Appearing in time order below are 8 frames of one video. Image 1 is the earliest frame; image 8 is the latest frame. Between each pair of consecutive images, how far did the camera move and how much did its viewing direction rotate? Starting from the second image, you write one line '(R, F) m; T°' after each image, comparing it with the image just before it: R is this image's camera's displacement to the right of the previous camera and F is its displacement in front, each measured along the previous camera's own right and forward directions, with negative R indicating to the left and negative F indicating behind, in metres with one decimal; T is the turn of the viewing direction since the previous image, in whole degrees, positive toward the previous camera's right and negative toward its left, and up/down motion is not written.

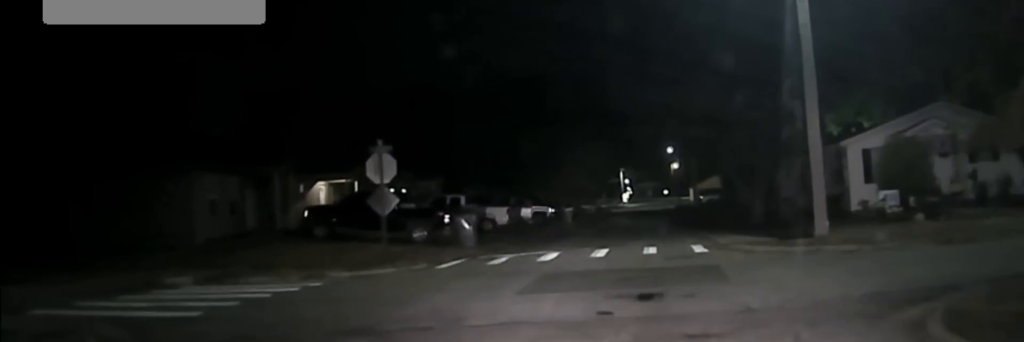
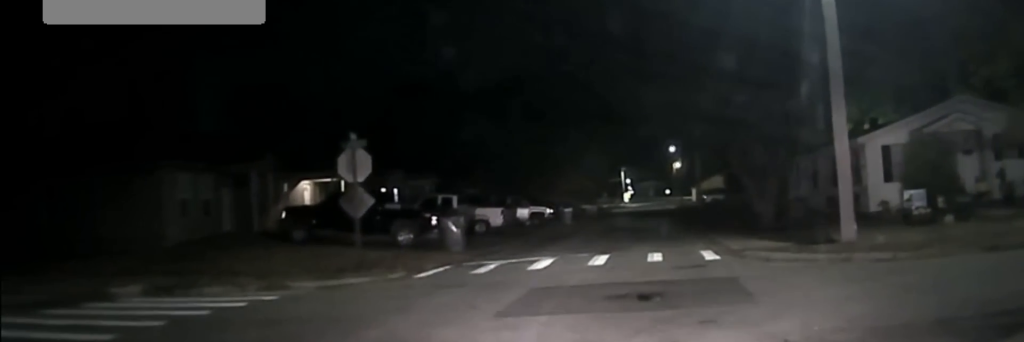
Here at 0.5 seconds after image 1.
(0.0, +2.0) m; -1°
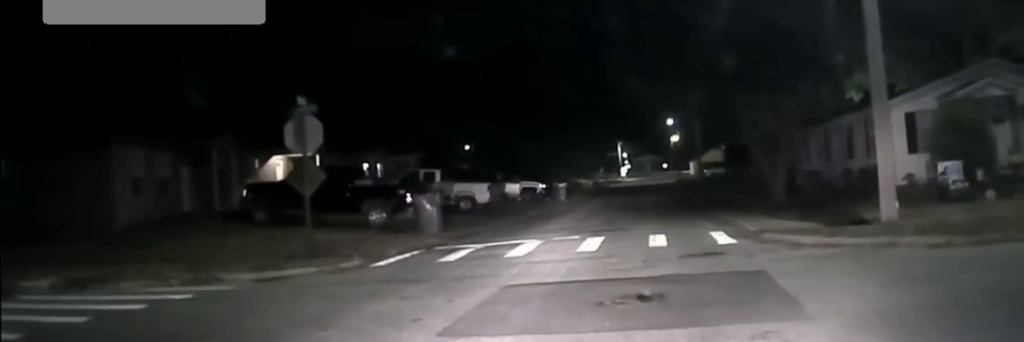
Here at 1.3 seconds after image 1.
(-0.1, +2.2) m; -8°
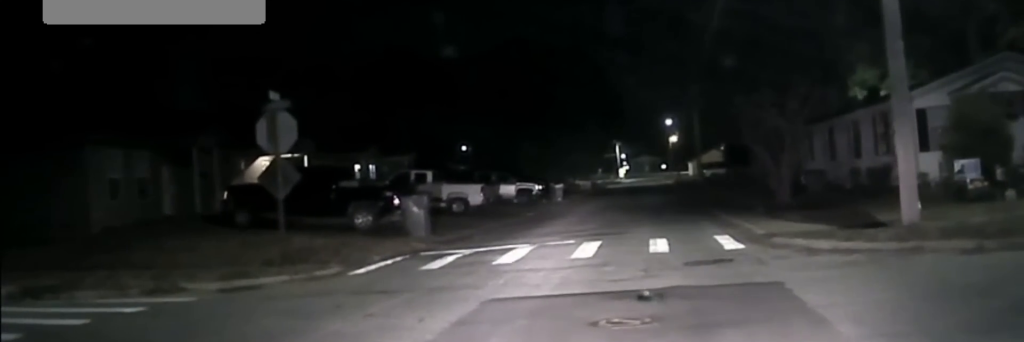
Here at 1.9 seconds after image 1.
(-0.1, +1.4) m; -10°
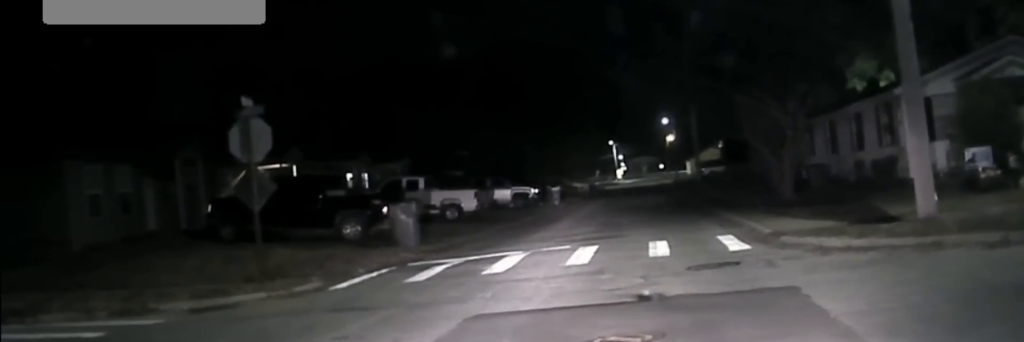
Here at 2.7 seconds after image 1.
(-0.2, +1.8) m; -16°
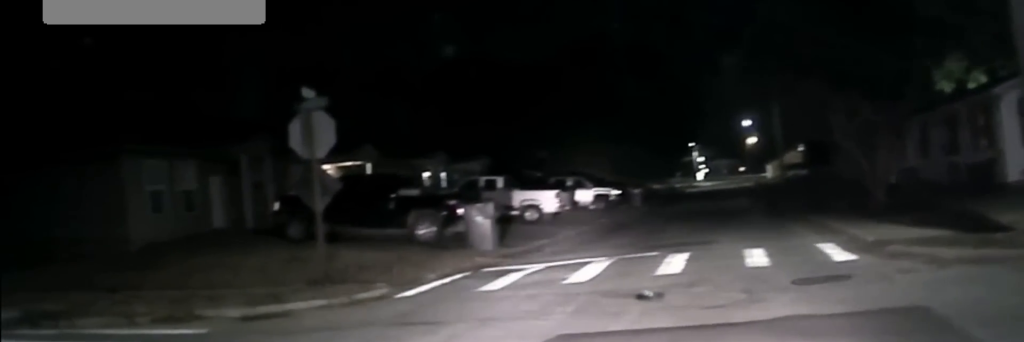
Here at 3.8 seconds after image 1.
(-0.5, +2.6) m; -20°
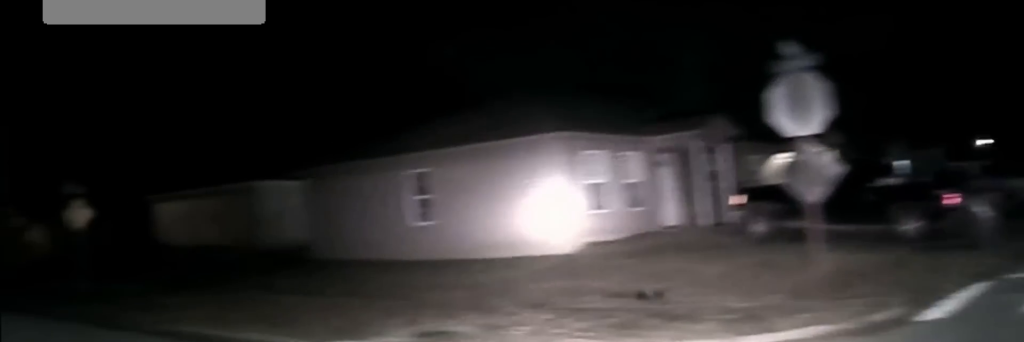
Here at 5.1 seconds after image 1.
(-1.0, +4.9) m; -18°
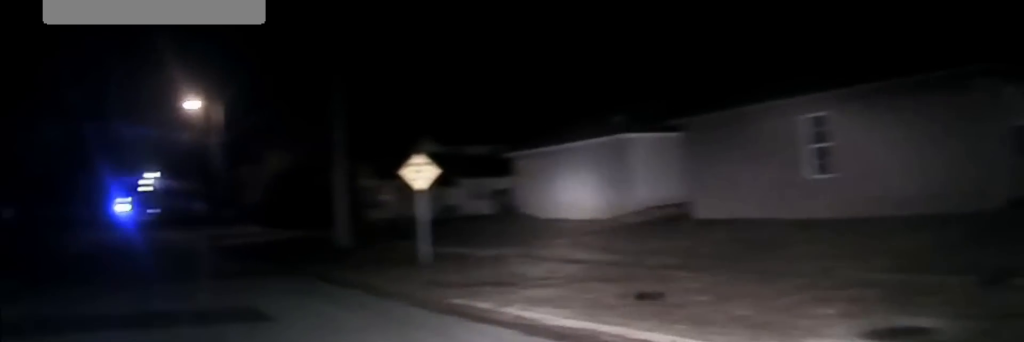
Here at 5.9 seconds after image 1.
(-0.3, +4.3) m; -7°
